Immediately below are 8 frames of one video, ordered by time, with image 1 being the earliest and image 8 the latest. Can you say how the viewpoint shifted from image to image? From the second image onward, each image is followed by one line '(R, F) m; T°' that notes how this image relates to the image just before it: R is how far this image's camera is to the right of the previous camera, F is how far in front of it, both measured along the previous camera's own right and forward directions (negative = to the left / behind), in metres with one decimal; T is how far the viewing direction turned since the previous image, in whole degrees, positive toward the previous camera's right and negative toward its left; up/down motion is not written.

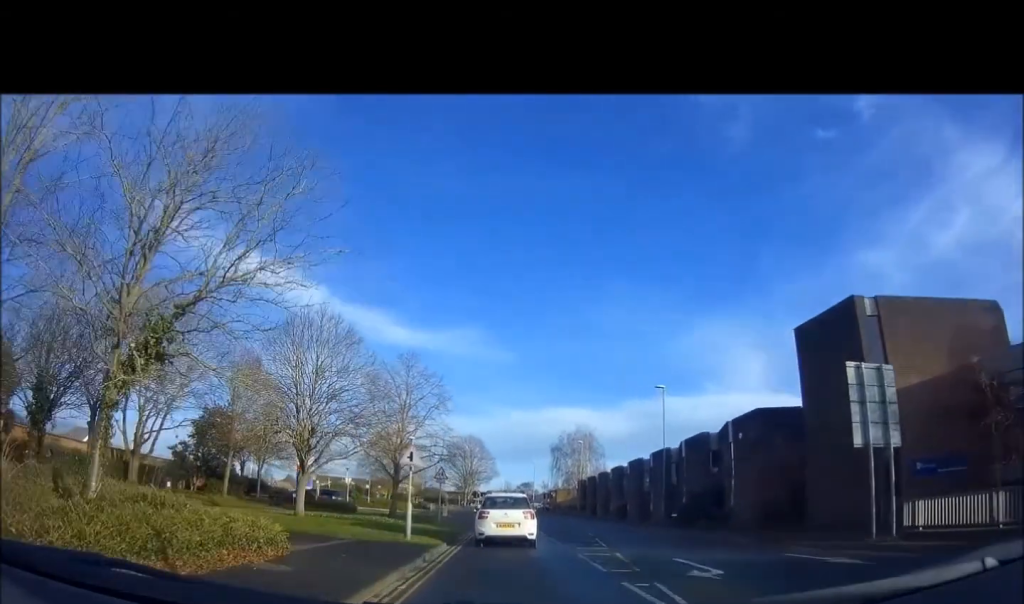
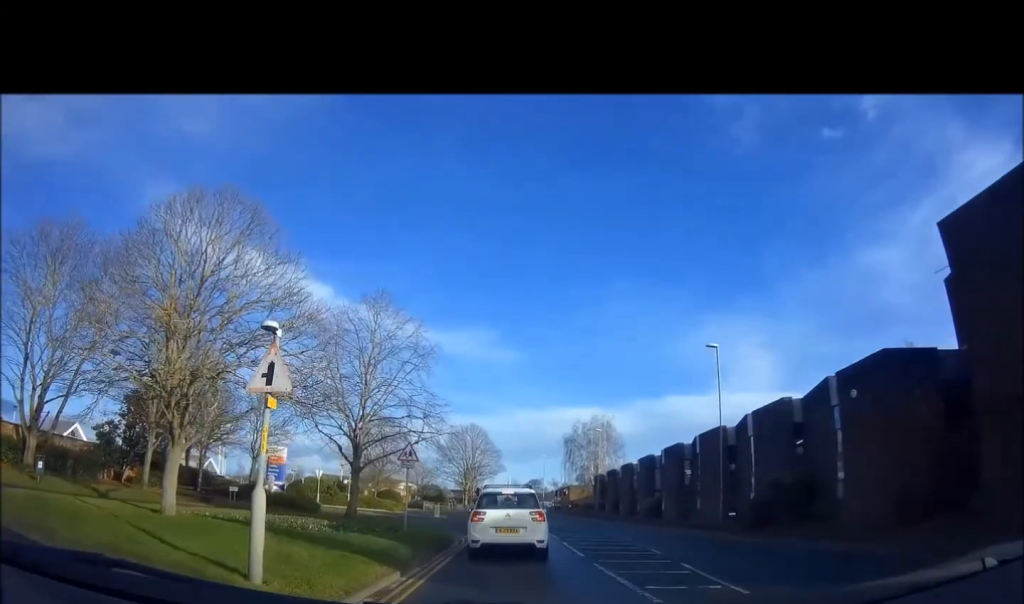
(-0.1, +9.5) m; -4°
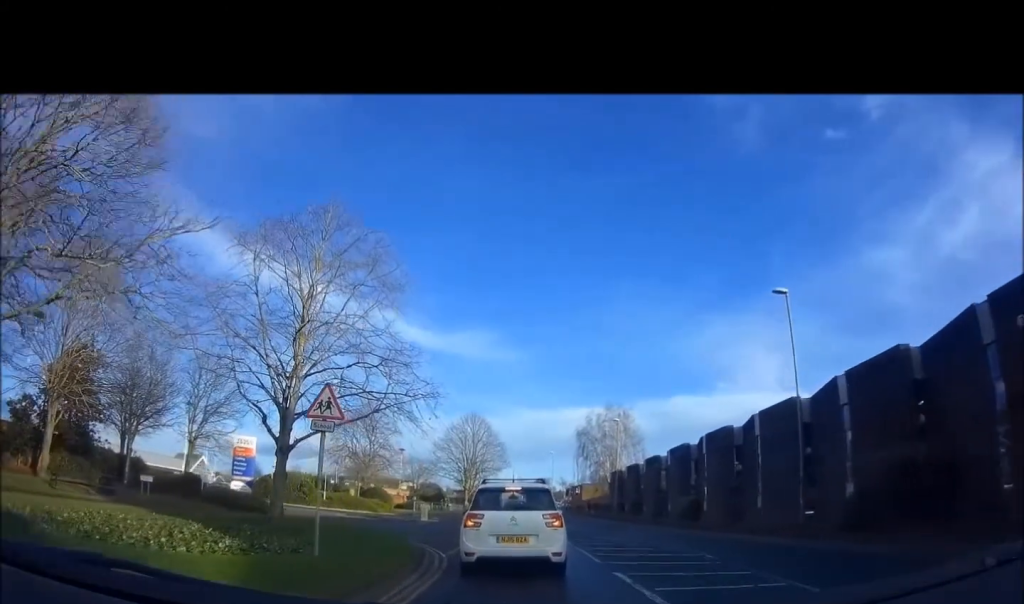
(-0.2, +8.0) m; -1°
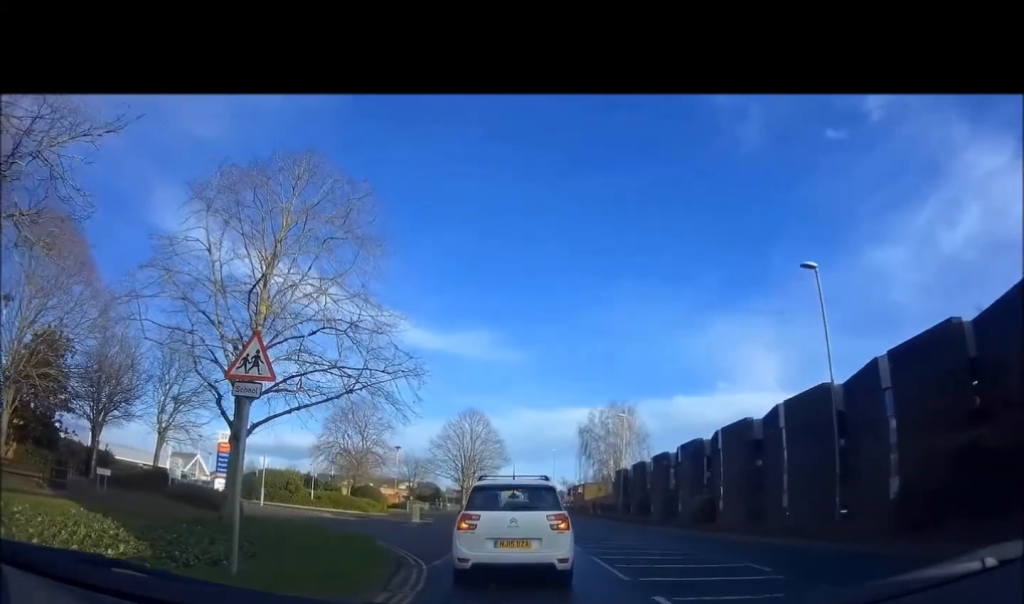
(-0.1, +2.7) m; +2°
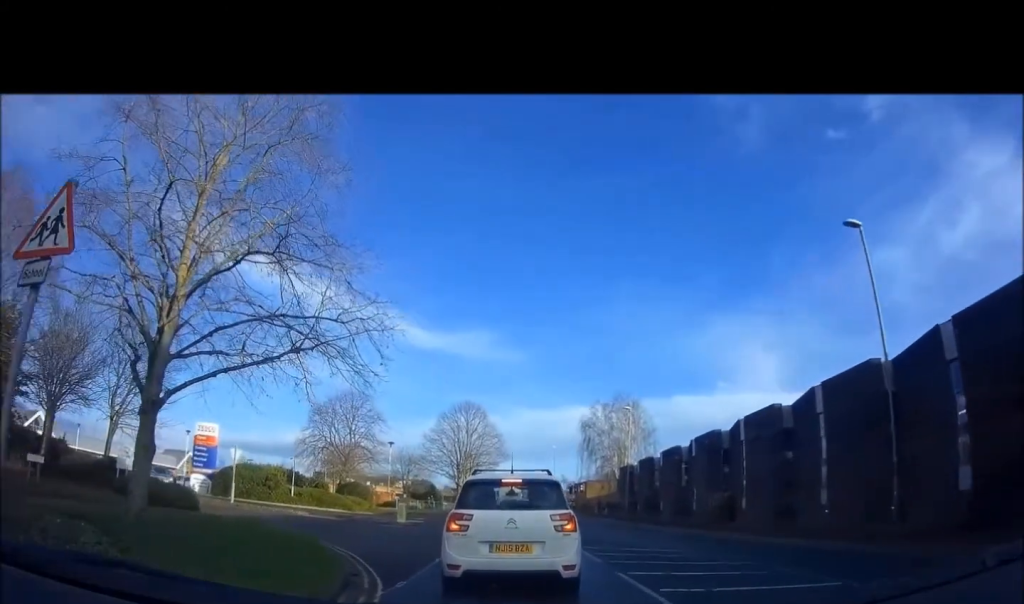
(+0.2, +3.4) m; 0°
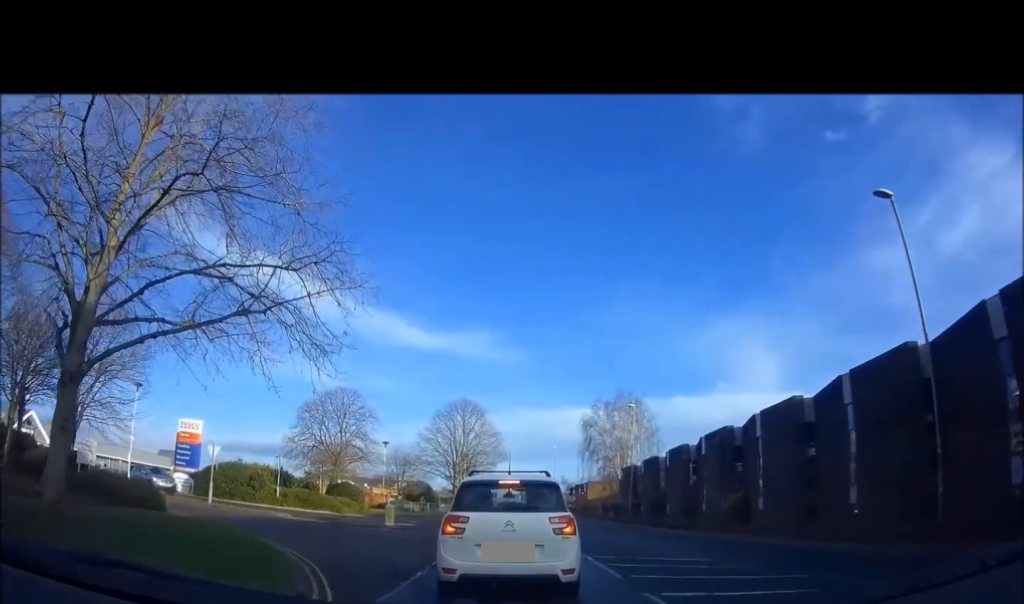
(+0.1, +2.5) m; -2°
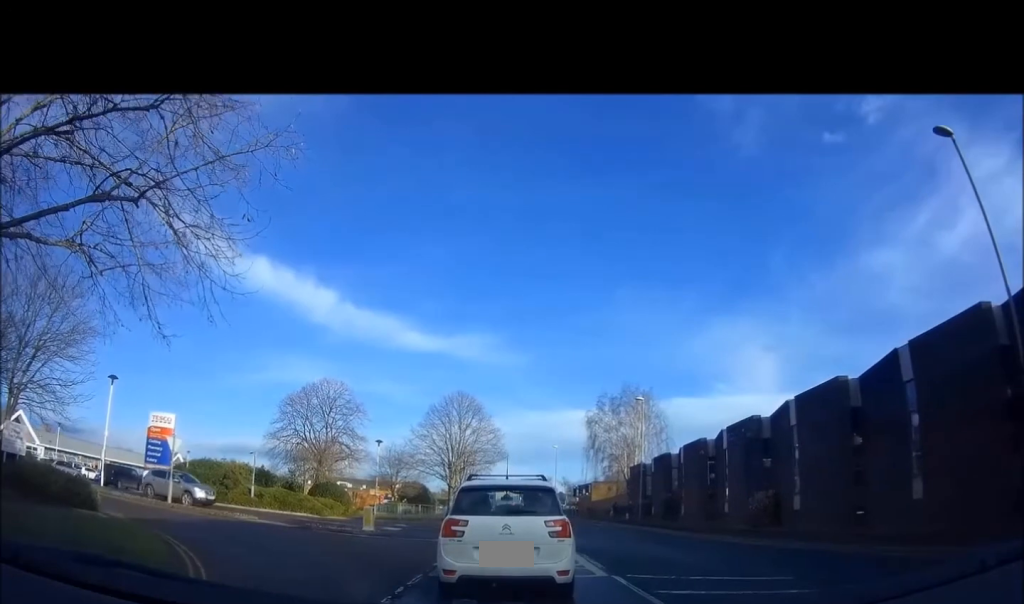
(-0.1, +3.7) m; +5°
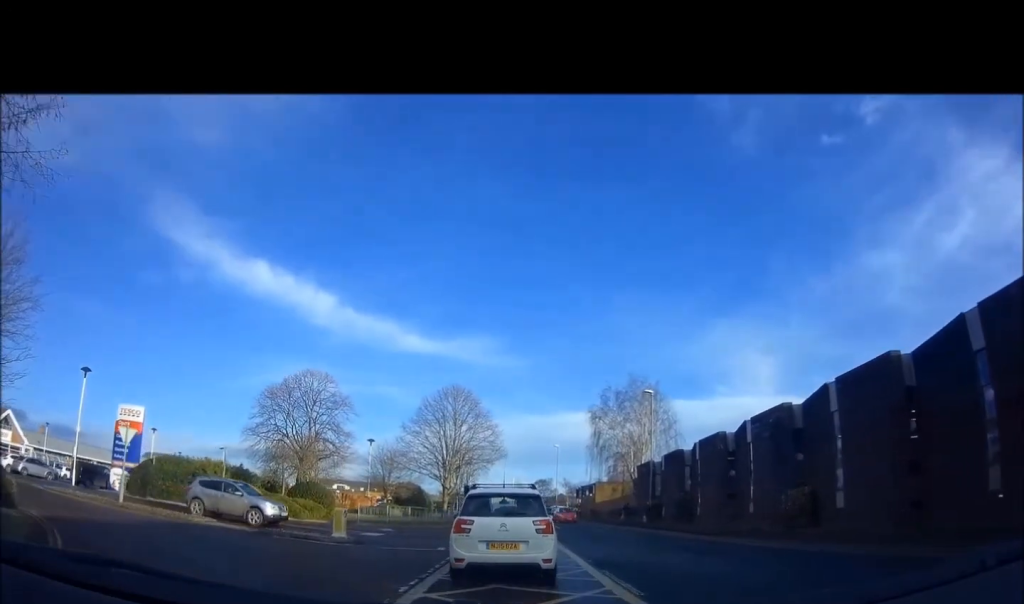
(+0.2, +3.4) m; +3°
